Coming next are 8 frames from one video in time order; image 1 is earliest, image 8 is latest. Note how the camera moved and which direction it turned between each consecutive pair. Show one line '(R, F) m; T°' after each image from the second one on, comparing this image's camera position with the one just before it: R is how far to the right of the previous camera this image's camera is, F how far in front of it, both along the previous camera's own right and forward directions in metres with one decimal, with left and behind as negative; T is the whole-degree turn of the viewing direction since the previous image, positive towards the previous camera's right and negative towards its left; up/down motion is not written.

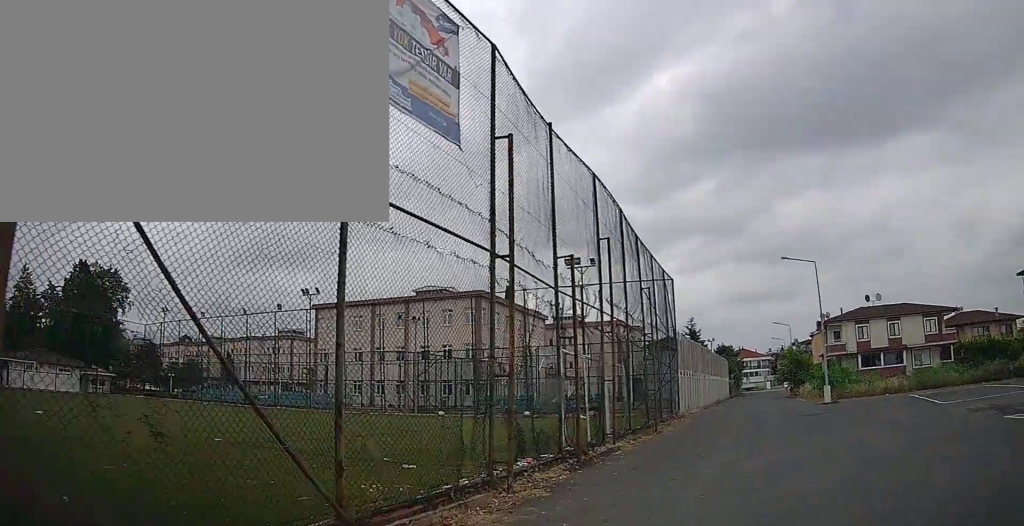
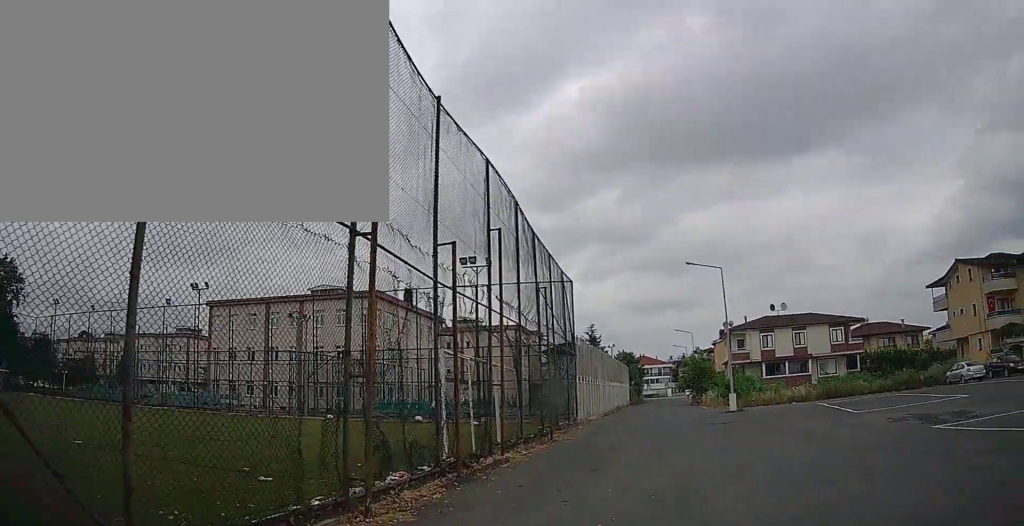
(+0.2, +1.3) m; +12°
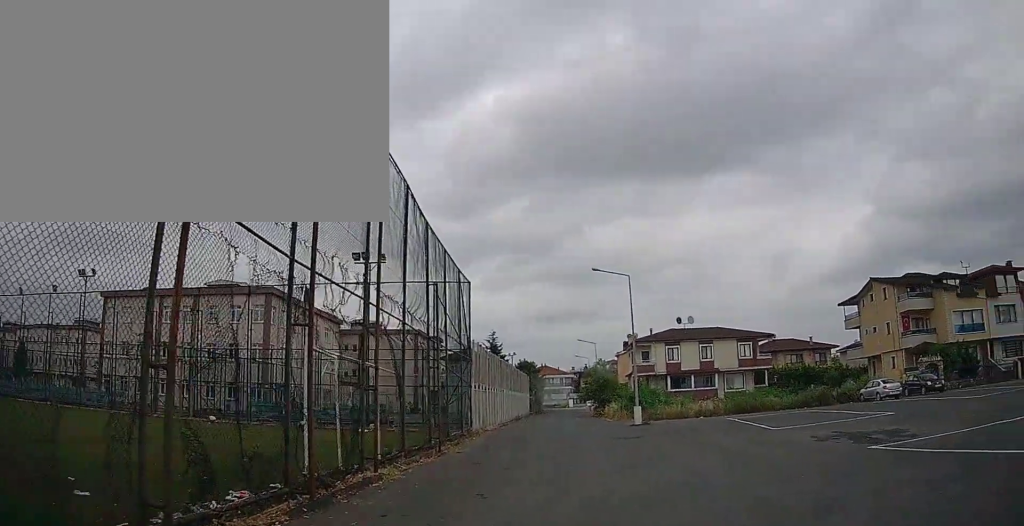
(+0.1, +1.6) m; +7°
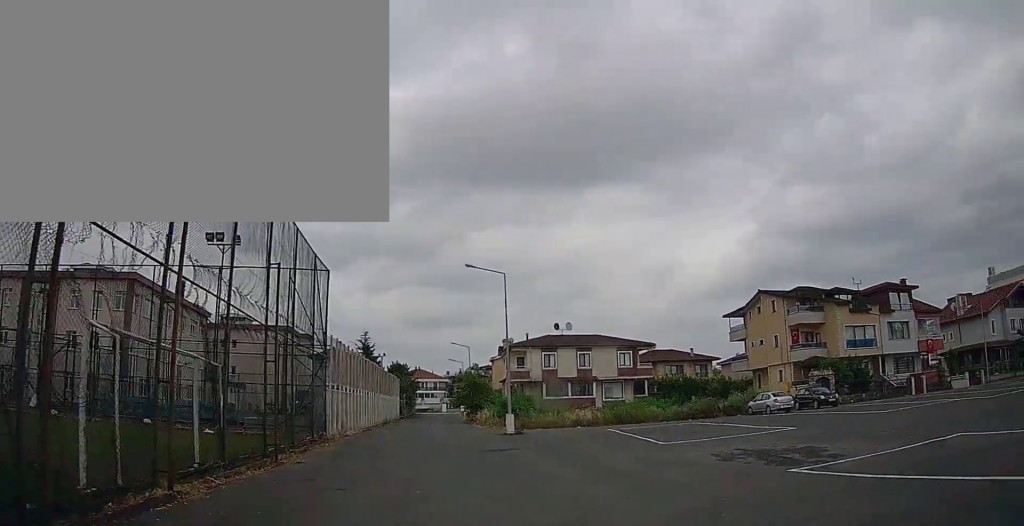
(+0.1, +2.2) m; +8°
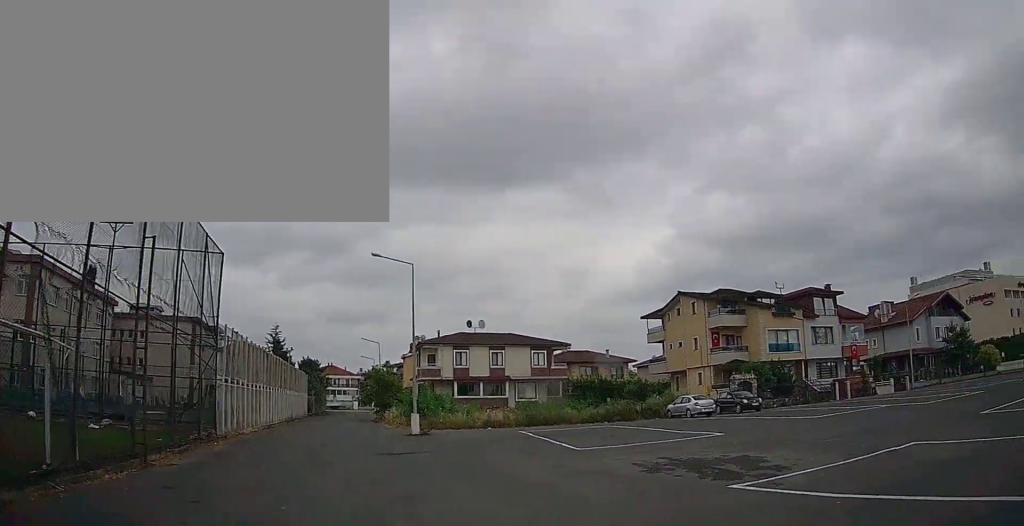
(0.0, +1.7) m; +7°
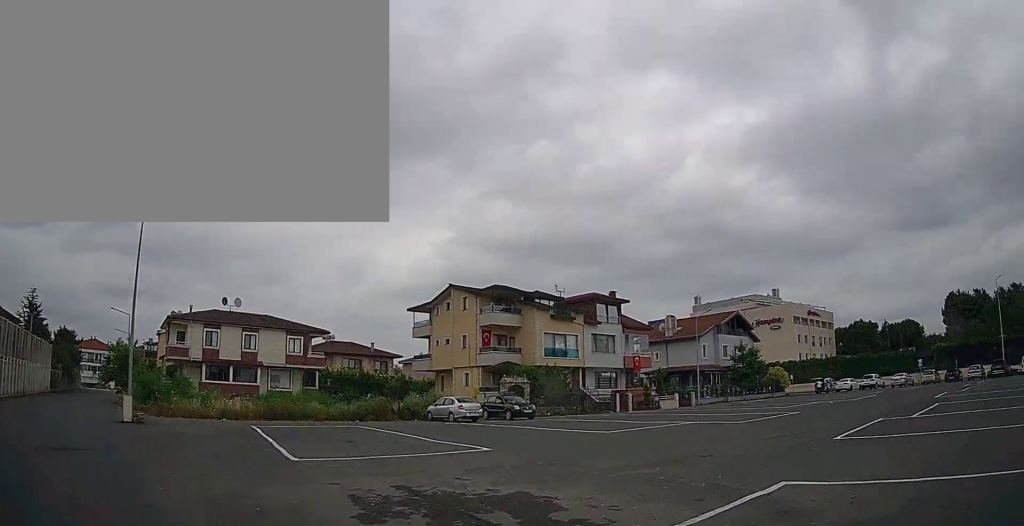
(+0.6, +4.4) m; +20°
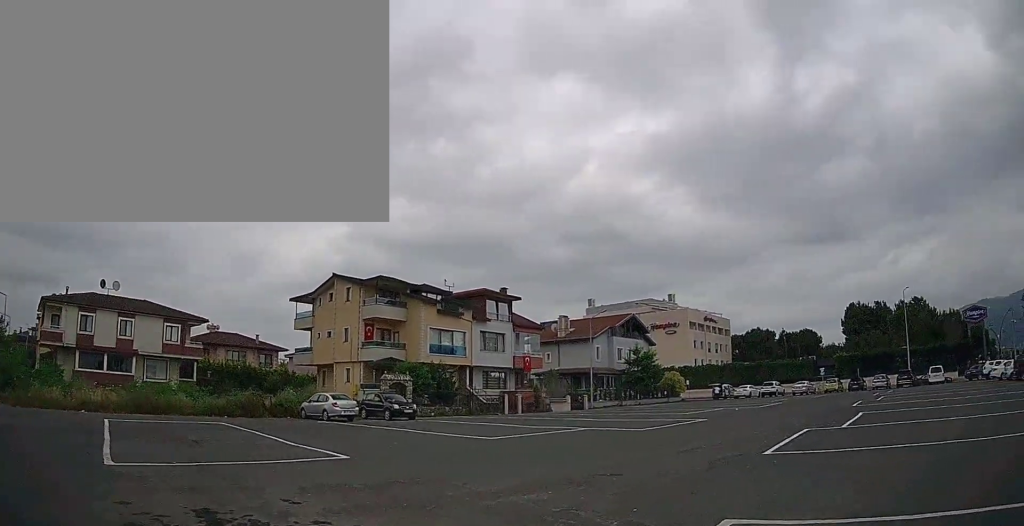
(+0.4, +2.7) m; +12°
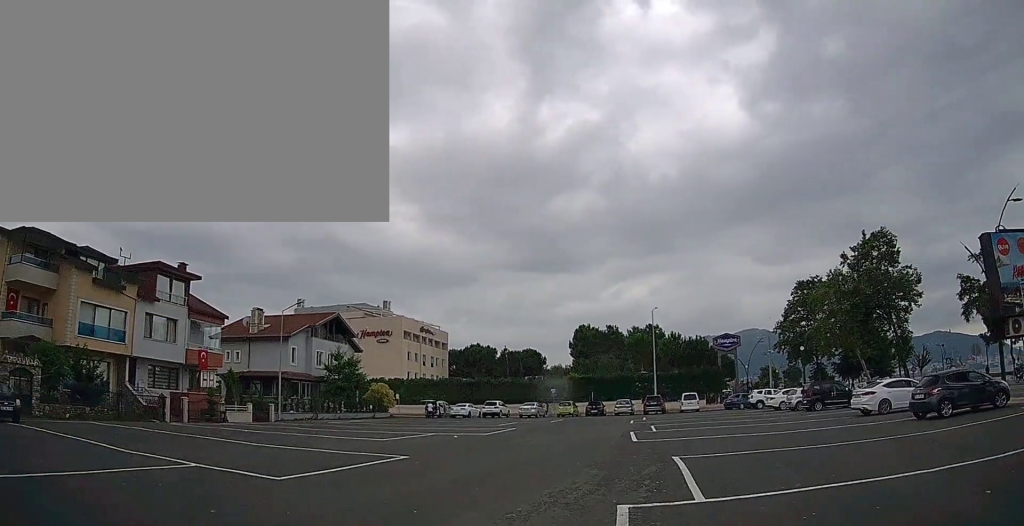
(+2.9, +9.6) m; +27°
